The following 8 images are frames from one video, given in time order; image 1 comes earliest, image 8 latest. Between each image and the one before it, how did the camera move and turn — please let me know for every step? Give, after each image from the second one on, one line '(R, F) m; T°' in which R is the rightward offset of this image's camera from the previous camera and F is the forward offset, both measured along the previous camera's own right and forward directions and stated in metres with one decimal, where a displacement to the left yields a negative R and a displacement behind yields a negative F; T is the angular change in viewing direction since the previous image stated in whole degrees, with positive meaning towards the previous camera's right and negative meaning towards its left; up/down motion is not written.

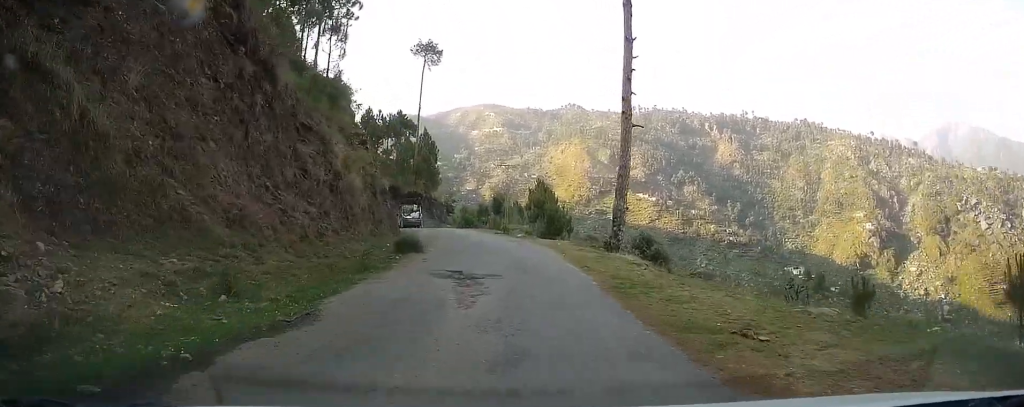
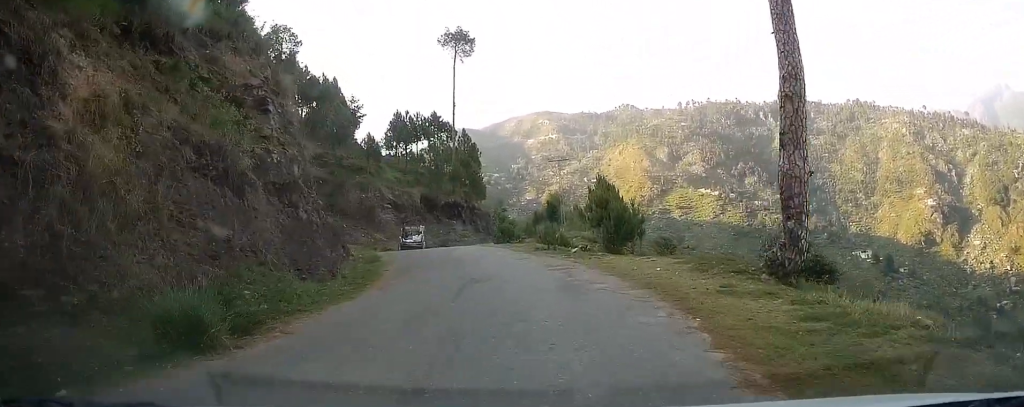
(-0.4, +14.0) m; -5°
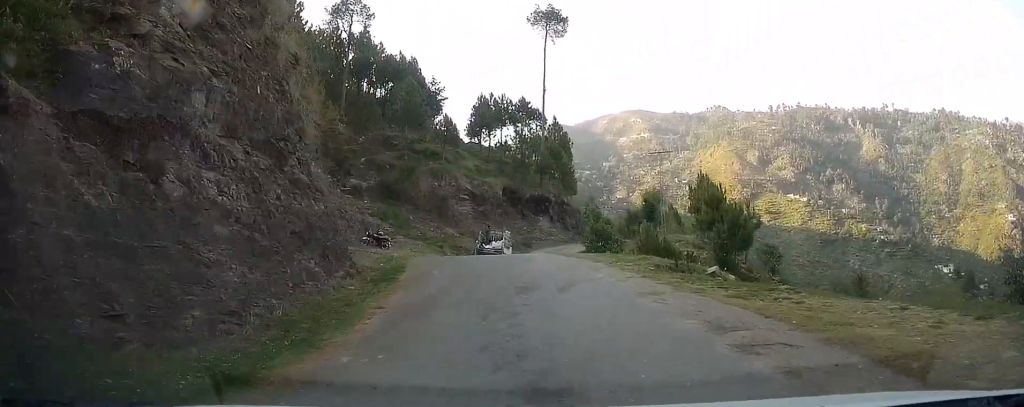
(-0.3, +8.3) m; -6°
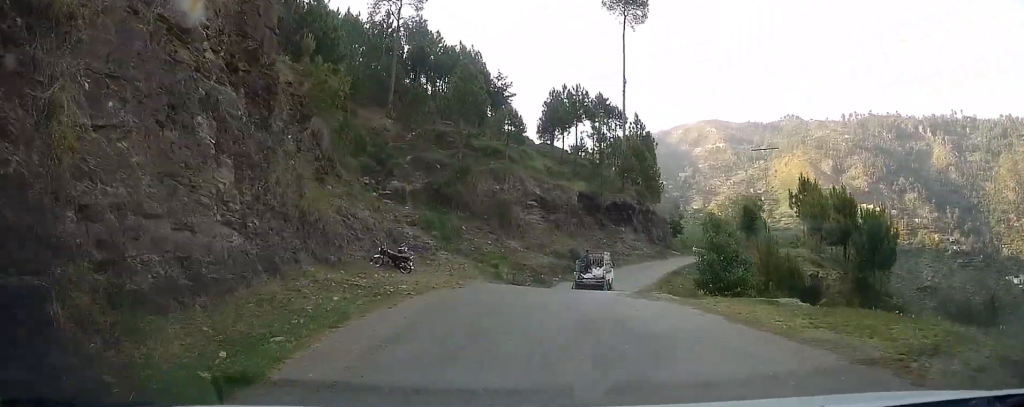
(-0.8, +10.1) m; -7°
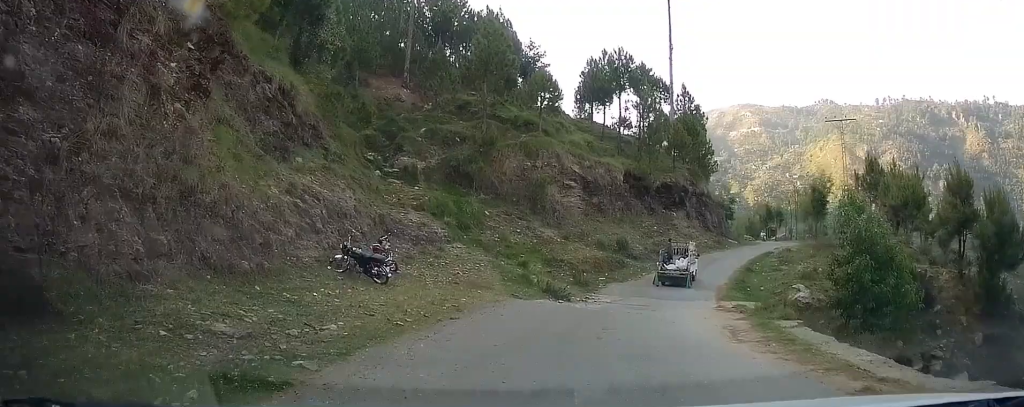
(-0.4, +7.9) m; -4°
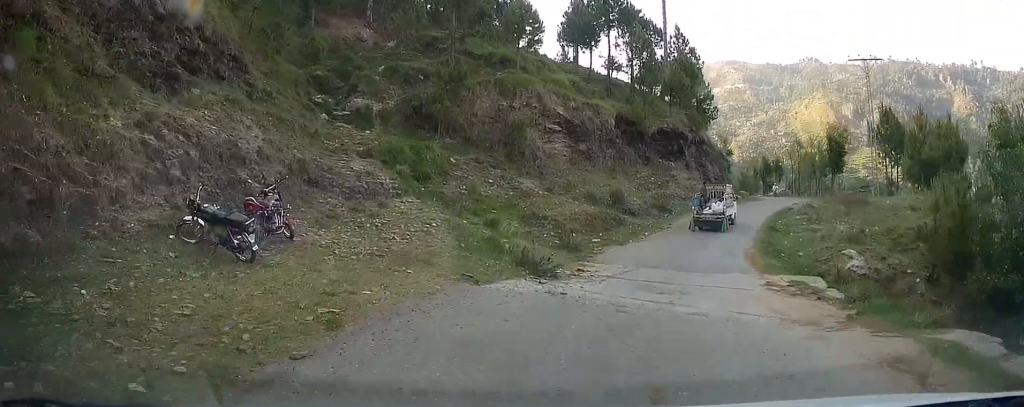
(0.0, +6.5) m; -1°
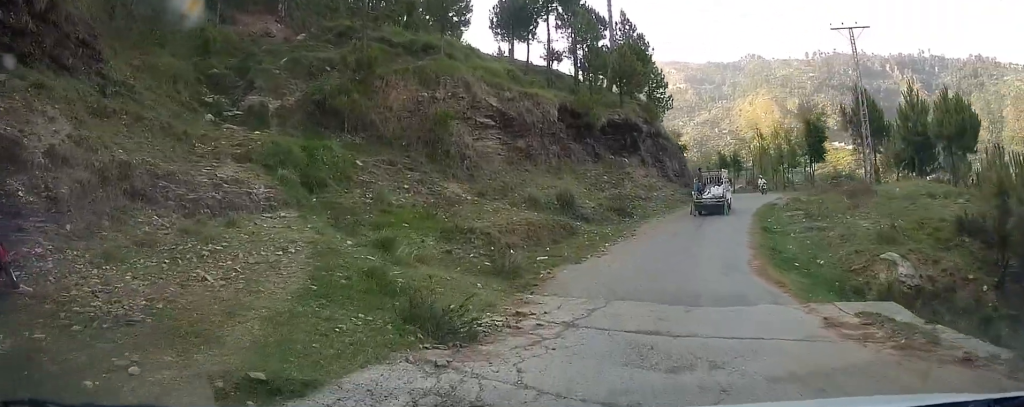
(-0.2, +7.0) m; +2°
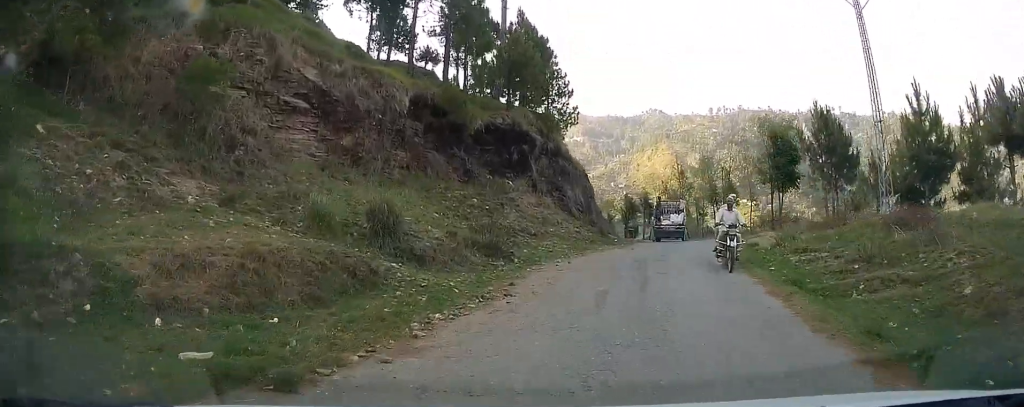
(+2.6, +14.0) m; +17°
